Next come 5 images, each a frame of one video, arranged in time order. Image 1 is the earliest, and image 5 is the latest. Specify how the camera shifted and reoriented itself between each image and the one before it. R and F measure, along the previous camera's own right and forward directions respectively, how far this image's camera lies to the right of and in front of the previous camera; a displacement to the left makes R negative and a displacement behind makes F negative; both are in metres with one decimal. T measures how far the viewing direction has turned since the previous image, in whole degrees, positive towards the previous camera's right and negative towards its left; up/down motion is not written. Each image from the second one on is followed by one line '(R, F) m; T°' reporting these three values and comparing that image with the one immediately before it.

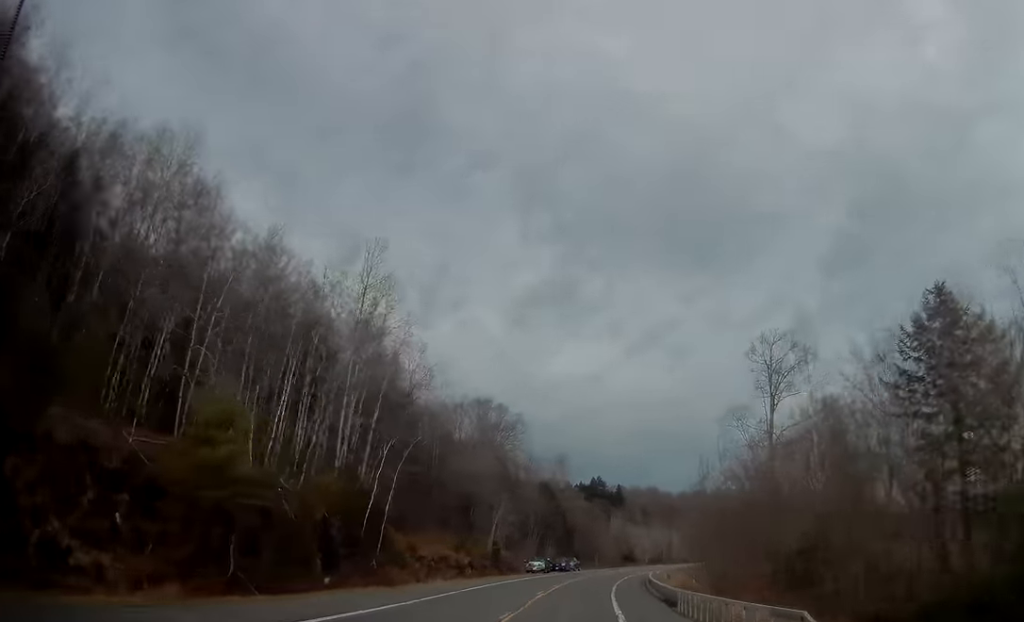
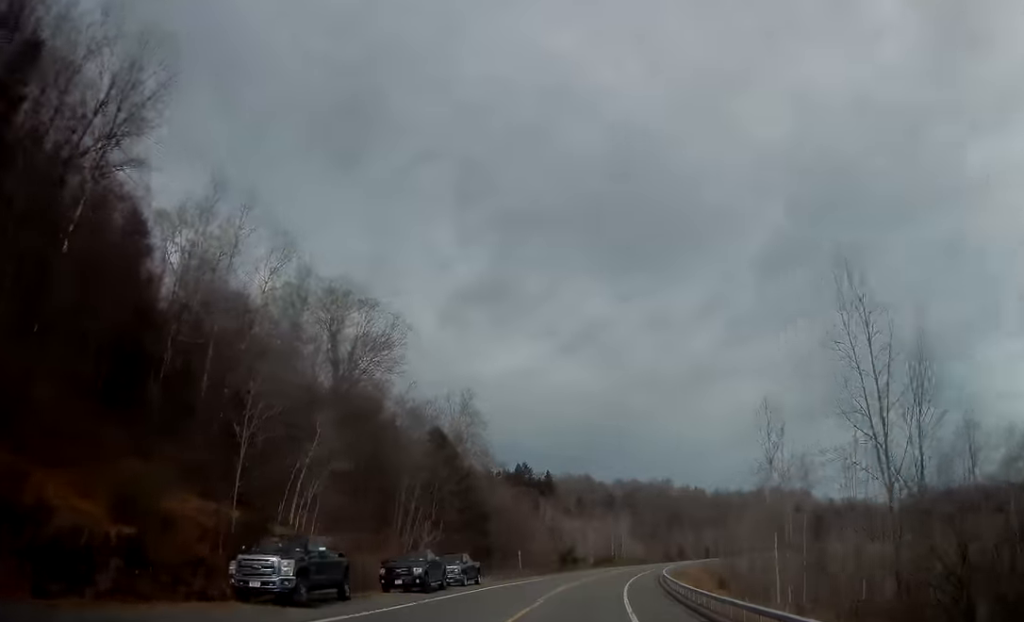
(+2.5, +55.6) m; +6°
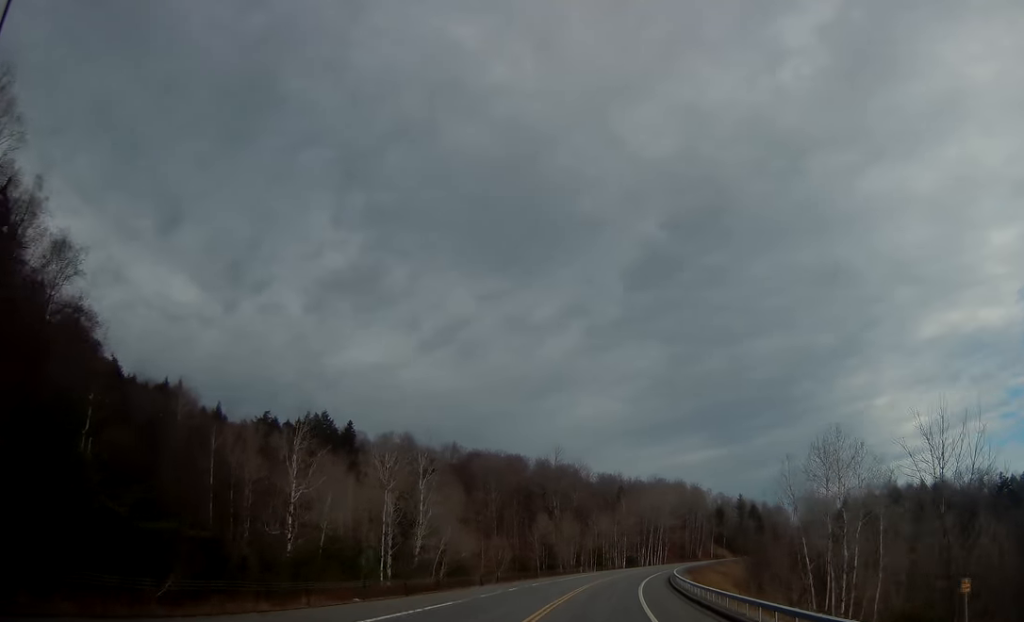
(+11.6, +103.8) m; +13°
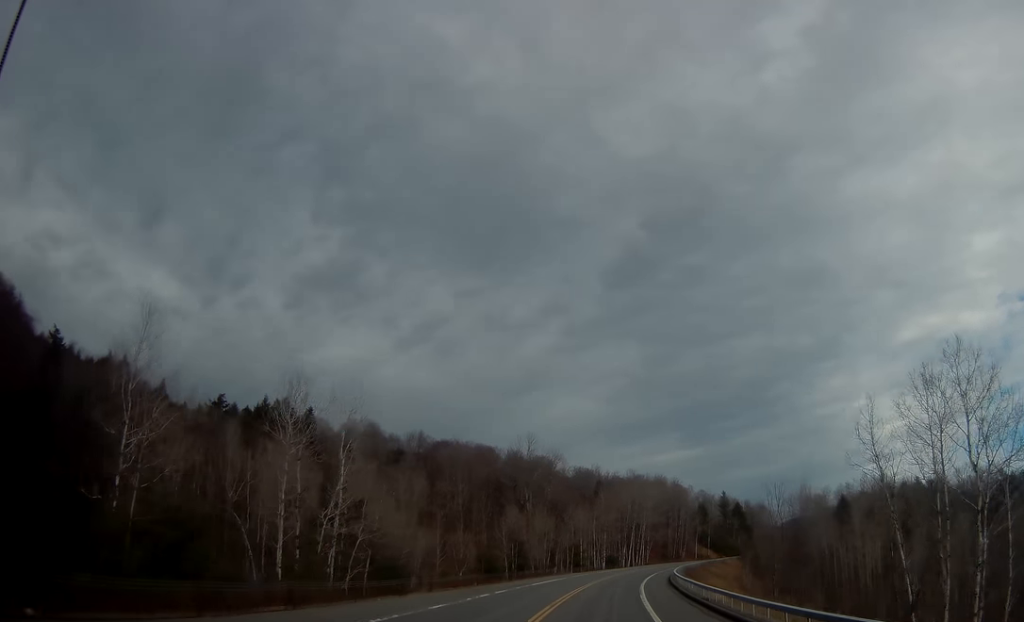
(+0.2, +15.4) m; +2°
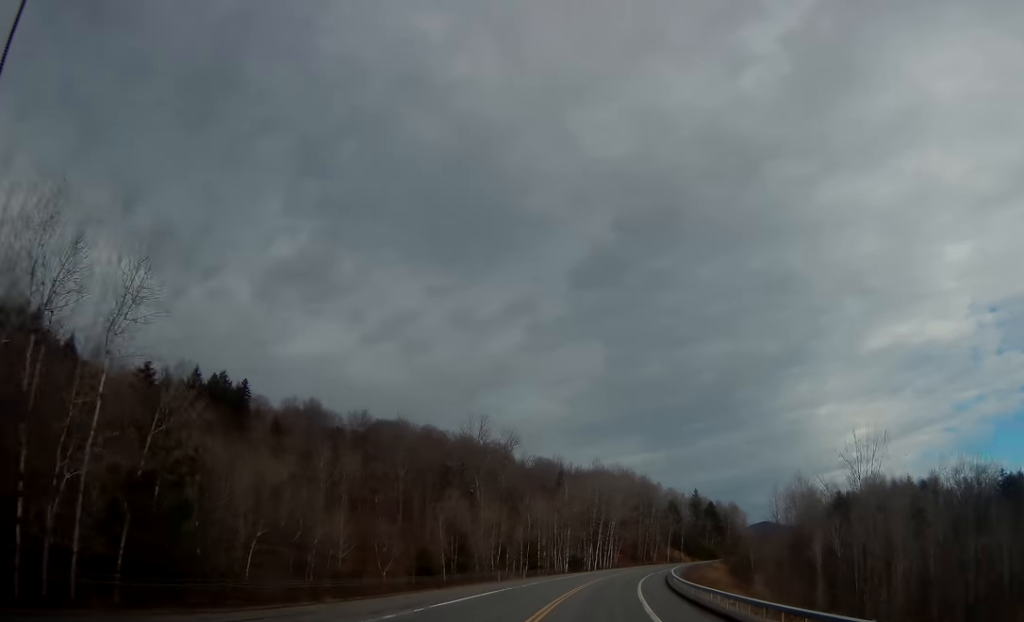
(+0.4, +22.4) m; +3°
